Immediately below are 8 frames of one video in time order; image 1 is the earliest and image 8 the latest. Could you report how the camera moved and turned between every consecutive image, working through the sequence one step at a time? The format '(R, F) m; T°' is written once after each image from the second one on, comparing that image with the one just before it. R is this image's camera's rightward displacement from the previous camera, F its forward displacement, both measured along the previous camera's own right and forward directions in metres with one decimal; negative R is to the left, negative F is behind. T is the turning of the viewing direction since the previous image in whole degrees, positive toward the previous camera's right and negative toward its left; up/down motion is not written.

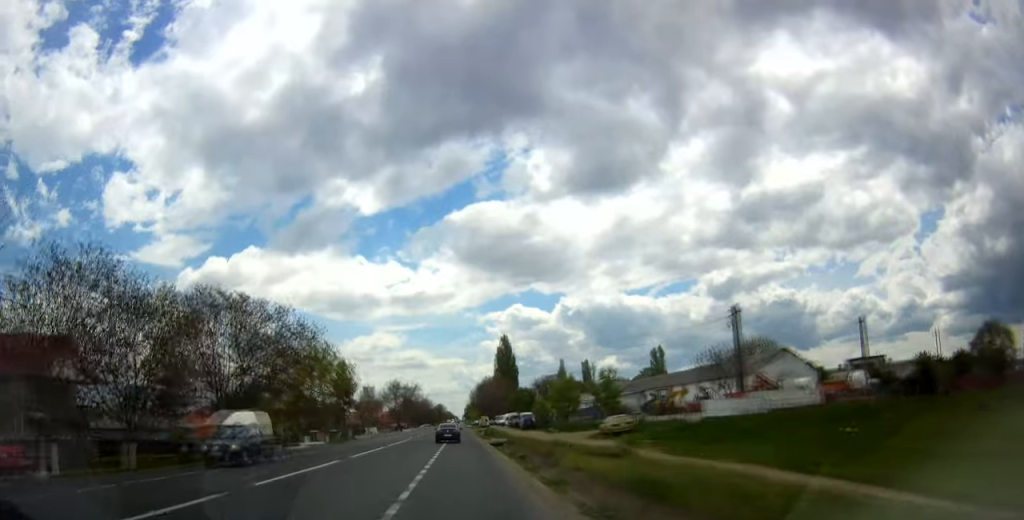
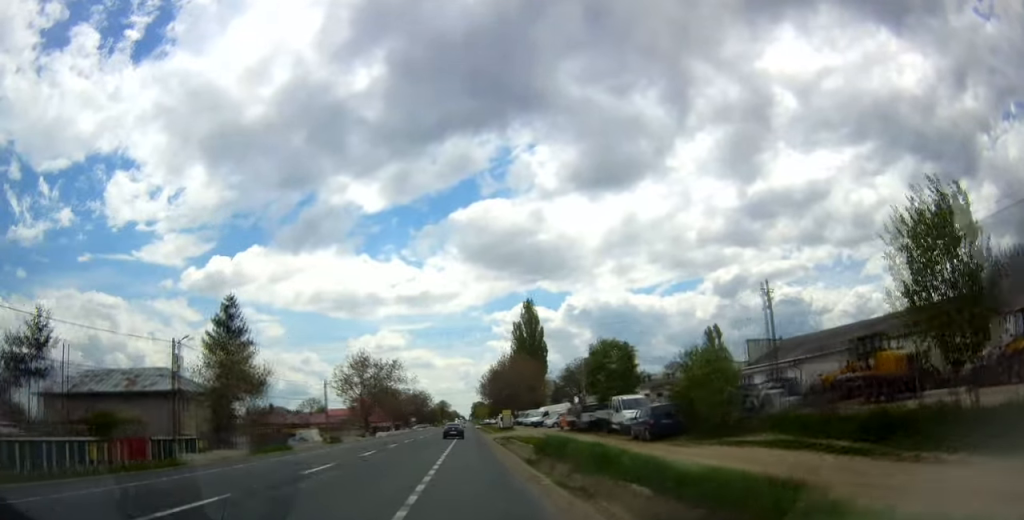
(-0.6, +51.6) m; -1°
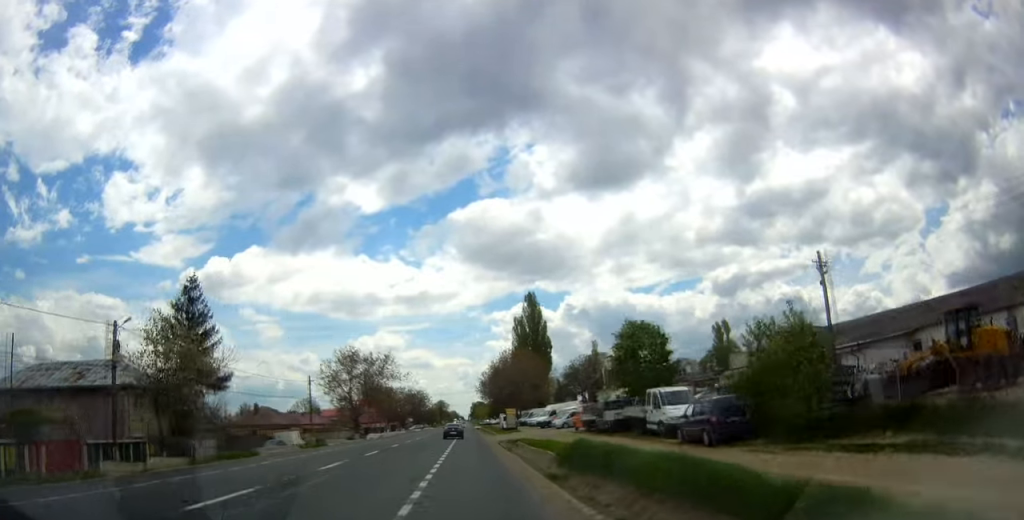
(-0.1, +7.5) m; 0°
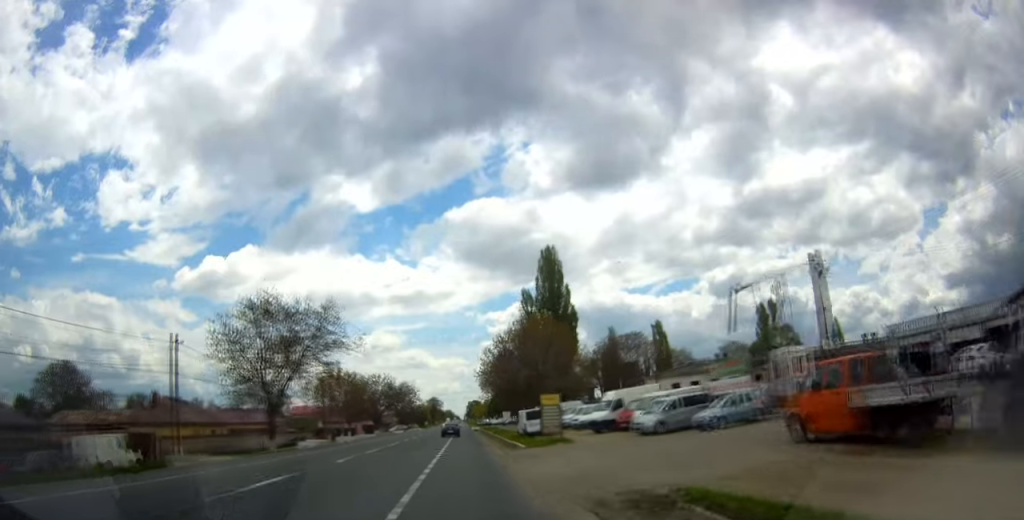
(+0.1, +33.0) m; 0°
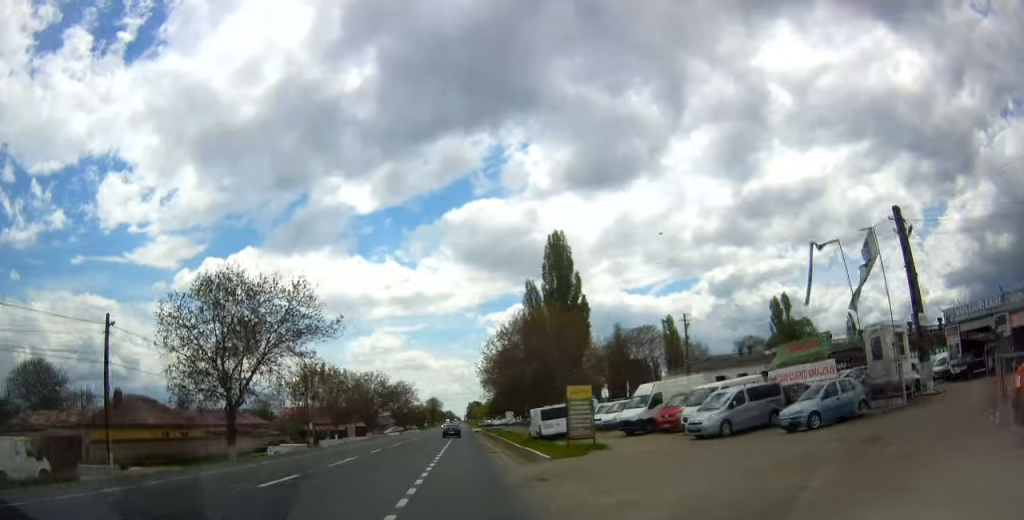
(-0.1, +8.2) m; 0°
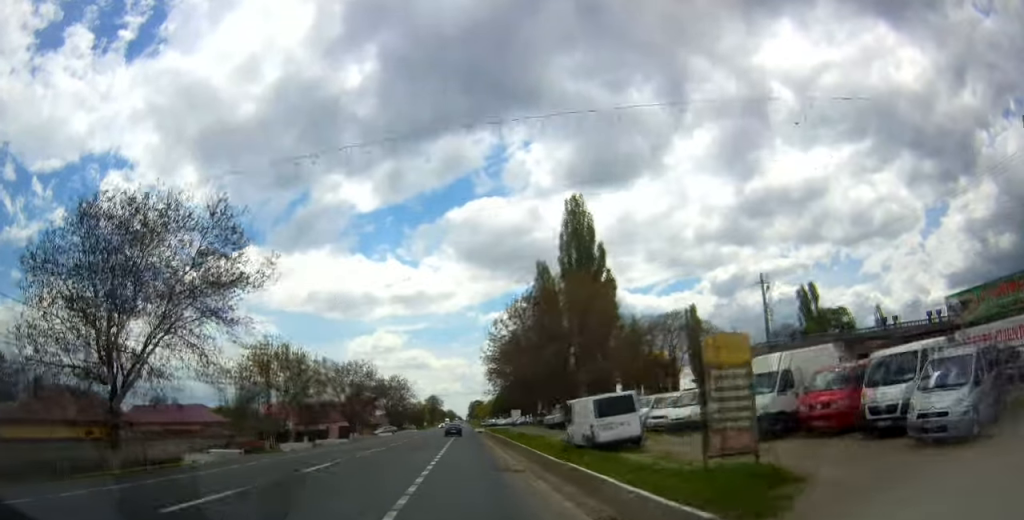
(0.0, +14.1) m; +1°
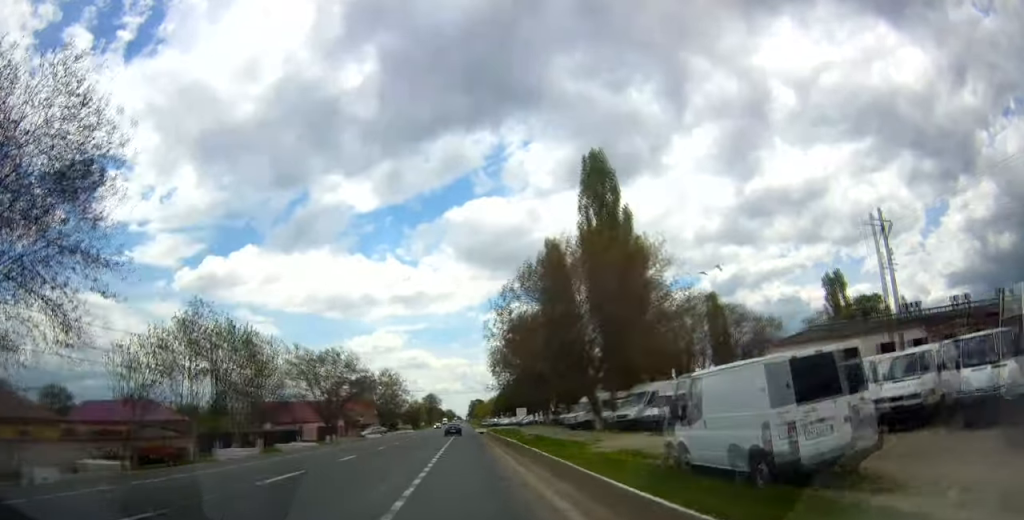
(+0.1, +12.4) m; +1°
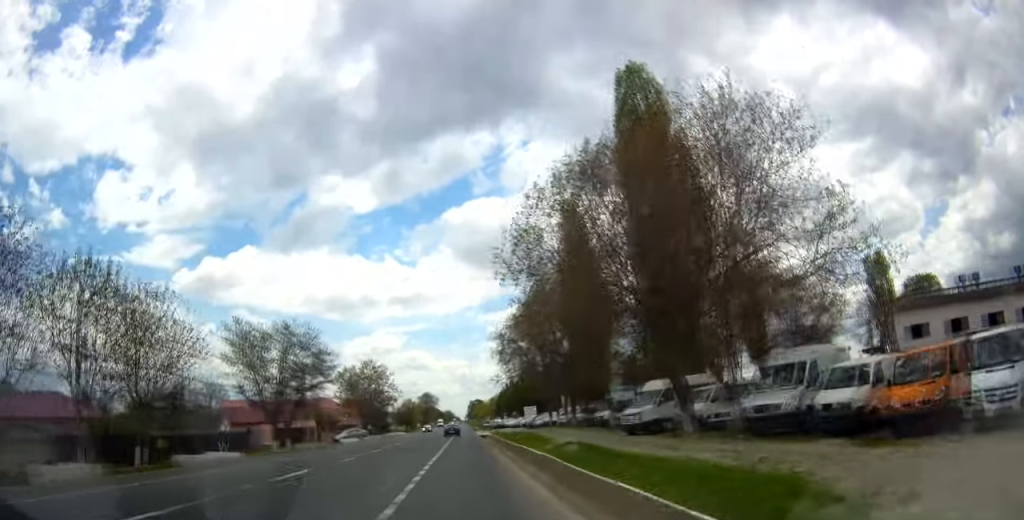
(+0.2, +16.6) m; 0°
